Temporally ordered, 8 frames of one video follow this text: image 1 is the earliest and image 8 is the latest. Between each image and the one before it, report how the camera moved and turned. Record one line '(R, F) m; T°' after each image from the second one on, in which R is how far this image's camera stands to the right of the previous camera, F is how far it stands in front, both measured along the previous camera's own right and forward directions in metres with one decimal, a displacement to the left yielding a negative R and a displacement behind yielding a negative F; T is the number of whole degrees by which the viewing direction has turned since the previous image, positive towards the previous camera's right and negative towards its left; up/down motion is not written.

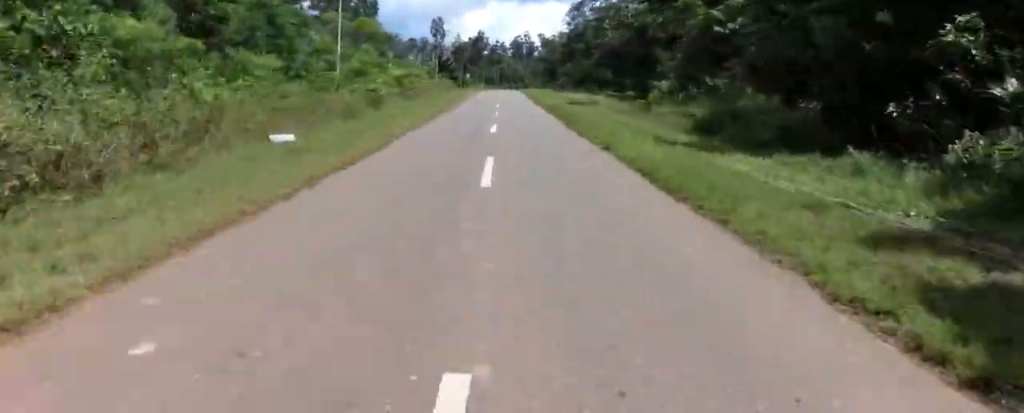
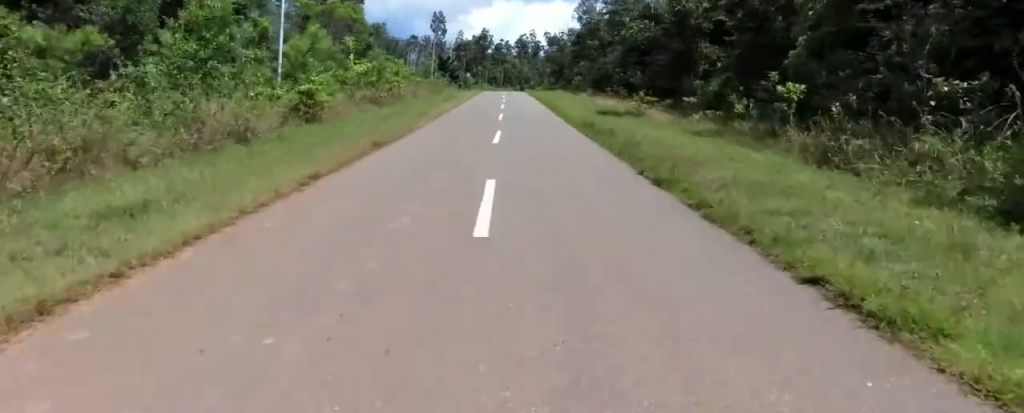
(+0.3, +11.1) m; +1°
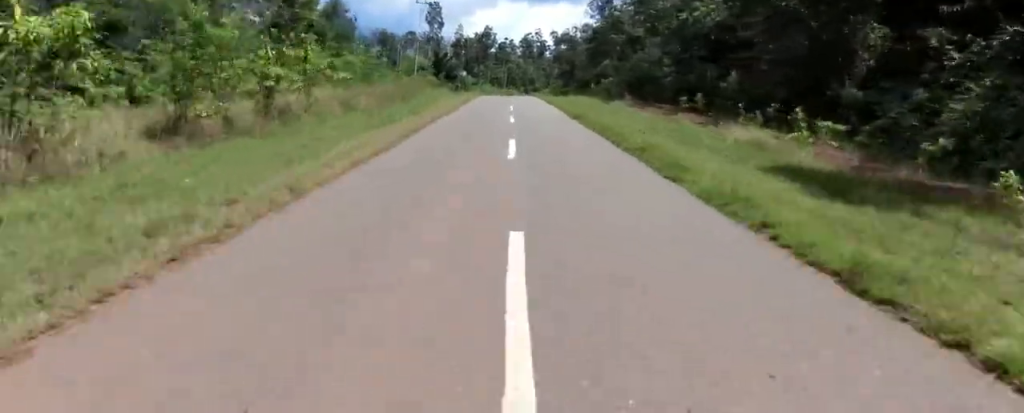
(+0.3, +18.7) m; +1°
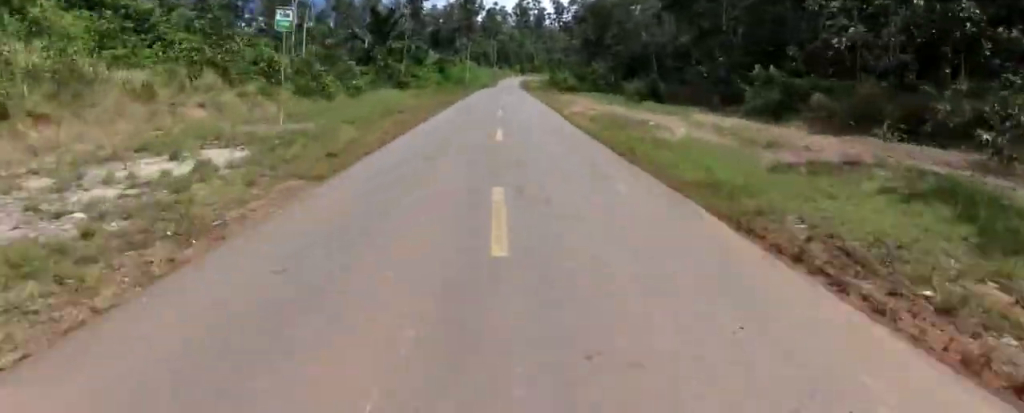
(-0.8, +56.4) m; 0°
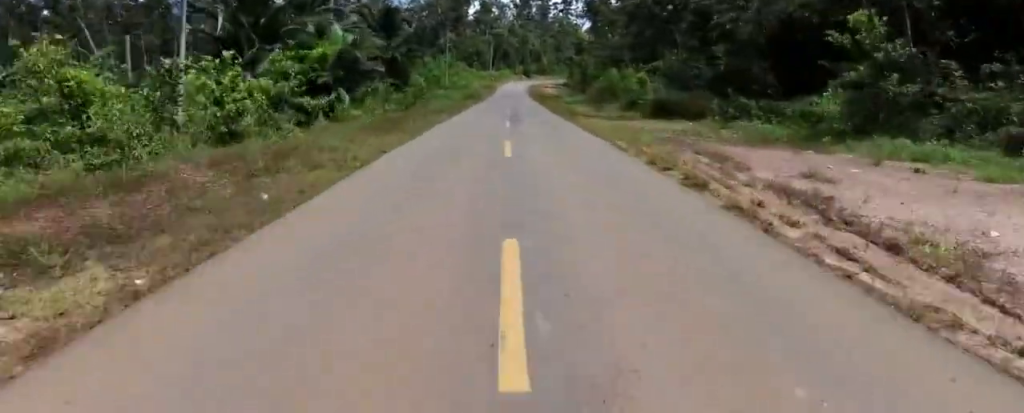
(+1.7, +43.0) m; +2°
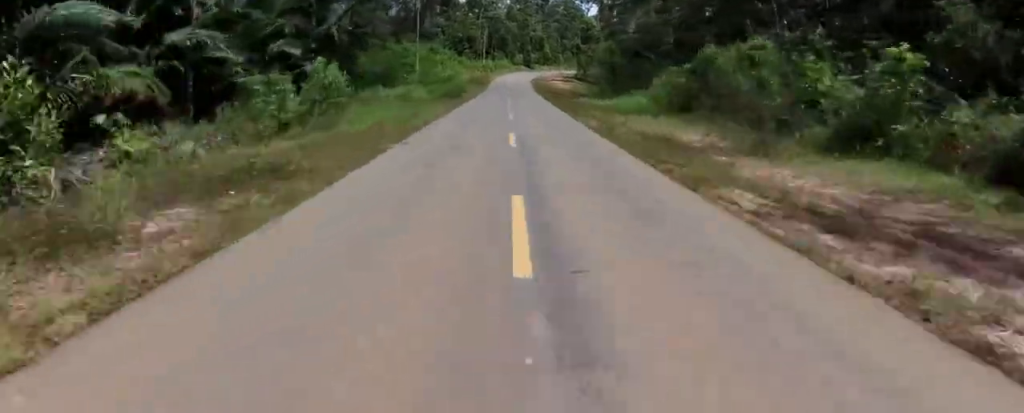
(-0.2, +22.3) m; -1°
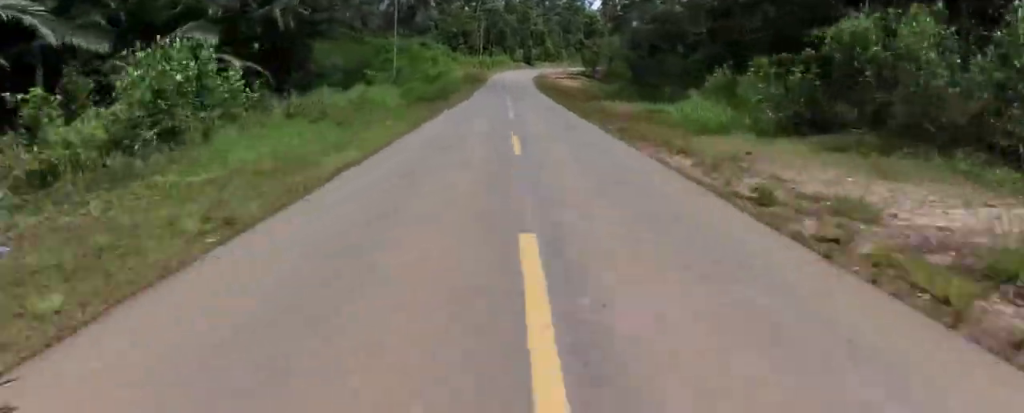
(-0.2, +9.9) m; 0°
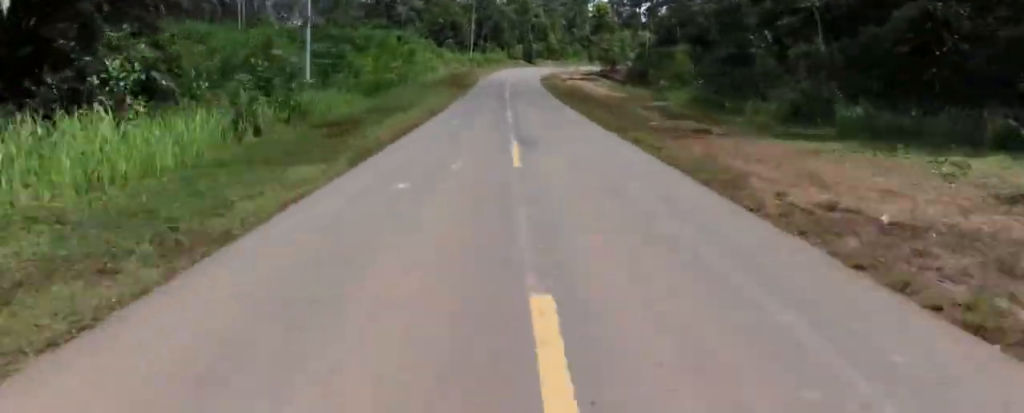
(+0.2, +18.0) m; -1°
